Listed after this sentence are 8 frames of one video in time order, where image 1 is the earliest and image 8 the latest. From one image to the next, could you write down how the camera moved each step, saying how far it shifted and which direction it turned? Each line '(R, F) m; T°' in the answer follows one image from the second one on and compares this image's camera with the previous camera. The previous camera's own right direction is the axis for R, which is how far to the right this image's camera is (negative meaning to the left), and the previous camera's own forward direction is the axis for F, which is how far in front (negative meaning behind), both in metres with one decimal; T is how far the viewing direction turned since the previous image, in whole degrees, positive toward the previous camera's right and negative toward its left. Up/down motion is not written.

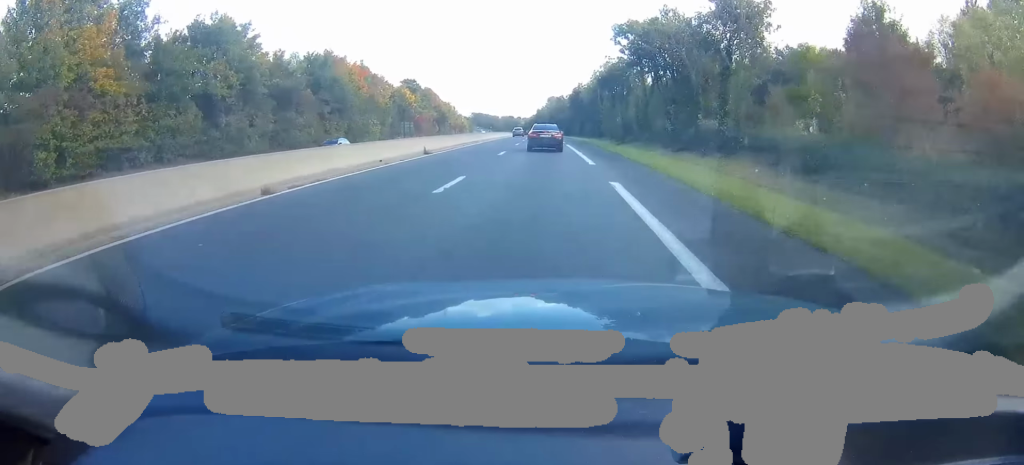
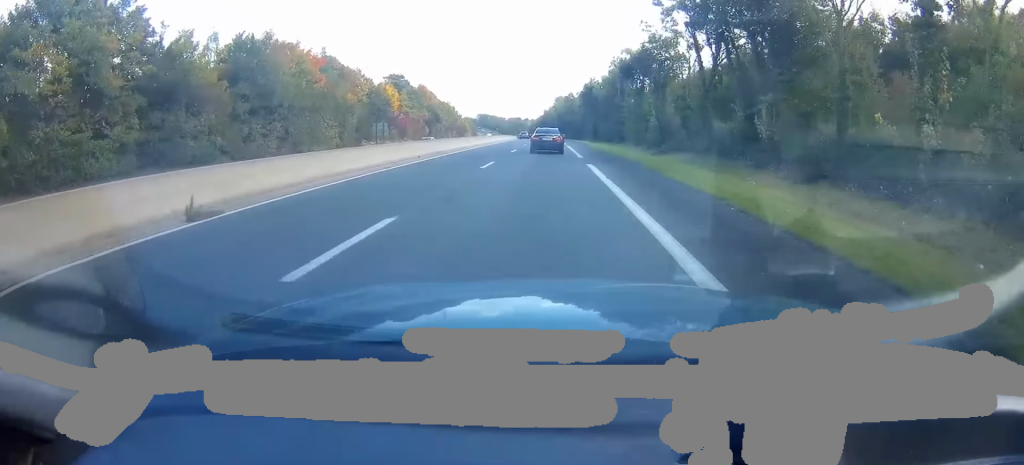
(-0.1, +19.4) m; -1°
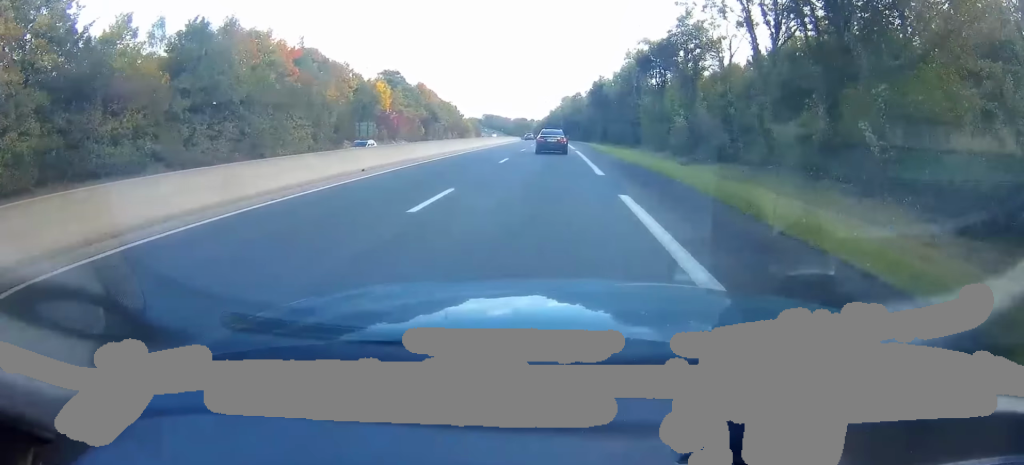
(-0.2, +9.3) m; 0°
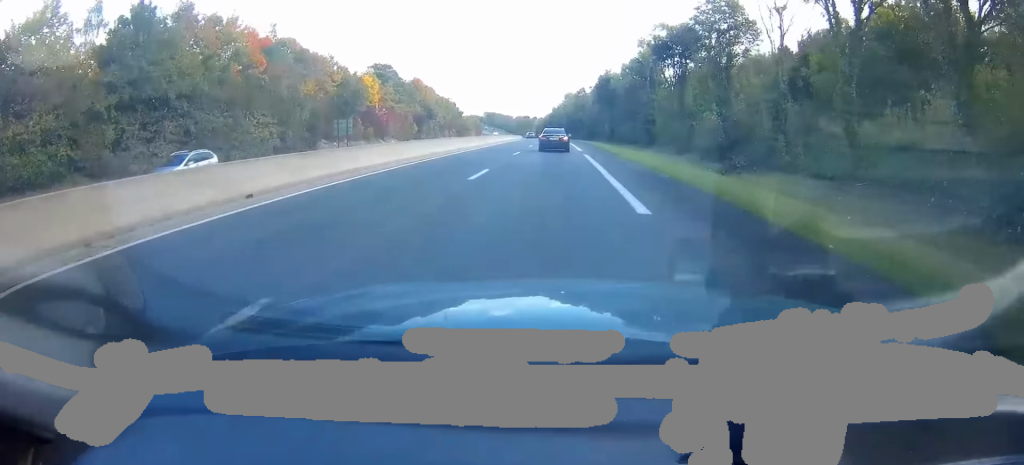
(0.0, +7.9) m; 0°
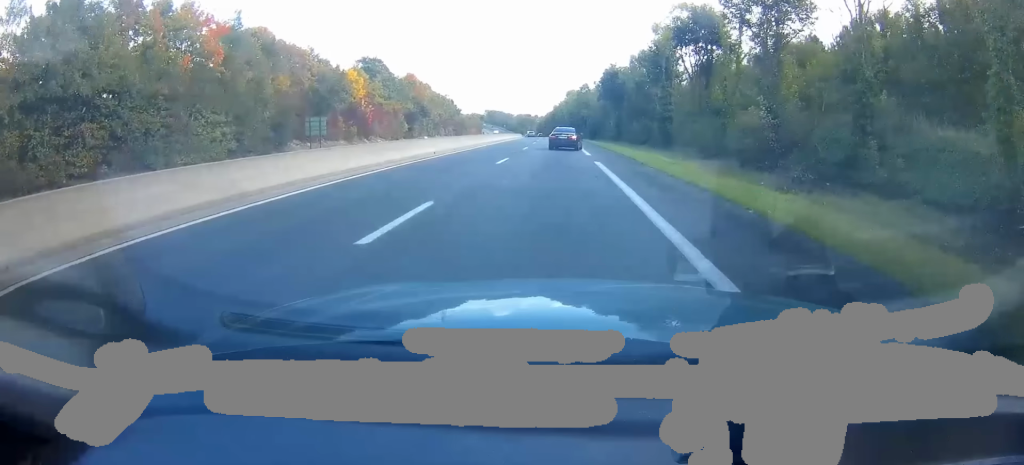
(+0.2, +7.6) m; 0°
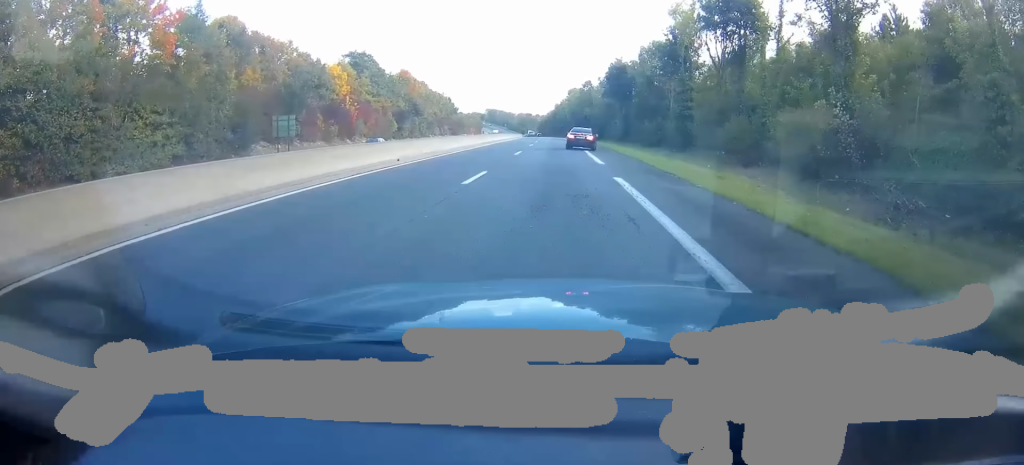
(+0.1, +7.0) m; 0°
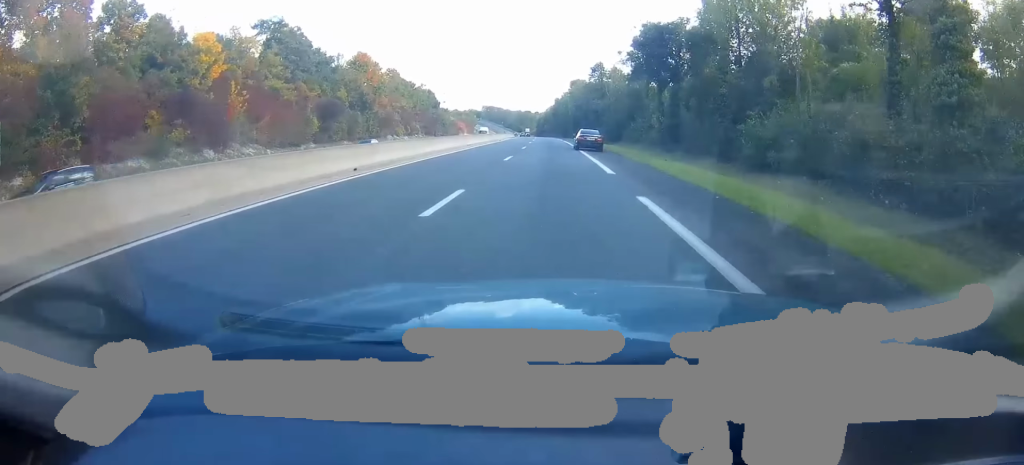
(-0.9, +30.7) m; -2°
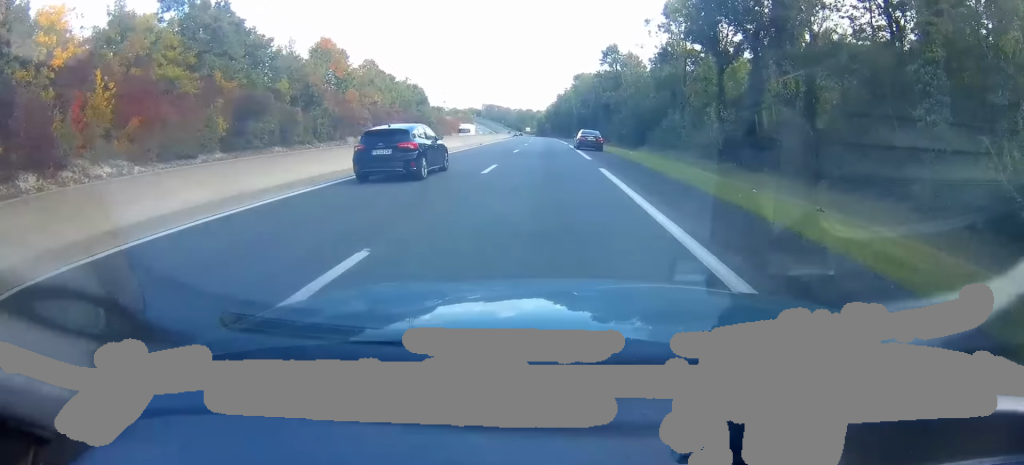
(-0.2, +19.3) m; +1°
